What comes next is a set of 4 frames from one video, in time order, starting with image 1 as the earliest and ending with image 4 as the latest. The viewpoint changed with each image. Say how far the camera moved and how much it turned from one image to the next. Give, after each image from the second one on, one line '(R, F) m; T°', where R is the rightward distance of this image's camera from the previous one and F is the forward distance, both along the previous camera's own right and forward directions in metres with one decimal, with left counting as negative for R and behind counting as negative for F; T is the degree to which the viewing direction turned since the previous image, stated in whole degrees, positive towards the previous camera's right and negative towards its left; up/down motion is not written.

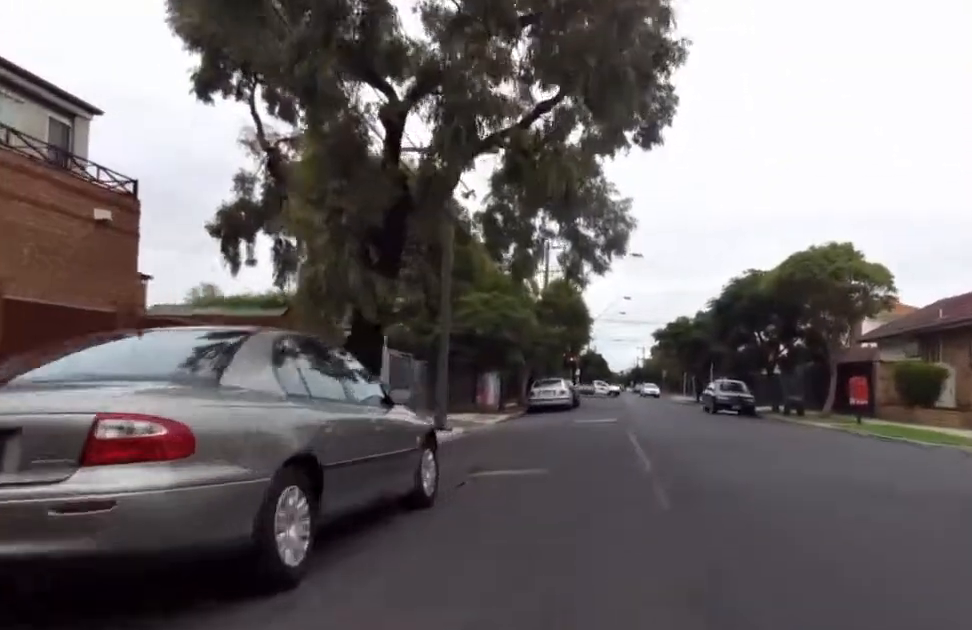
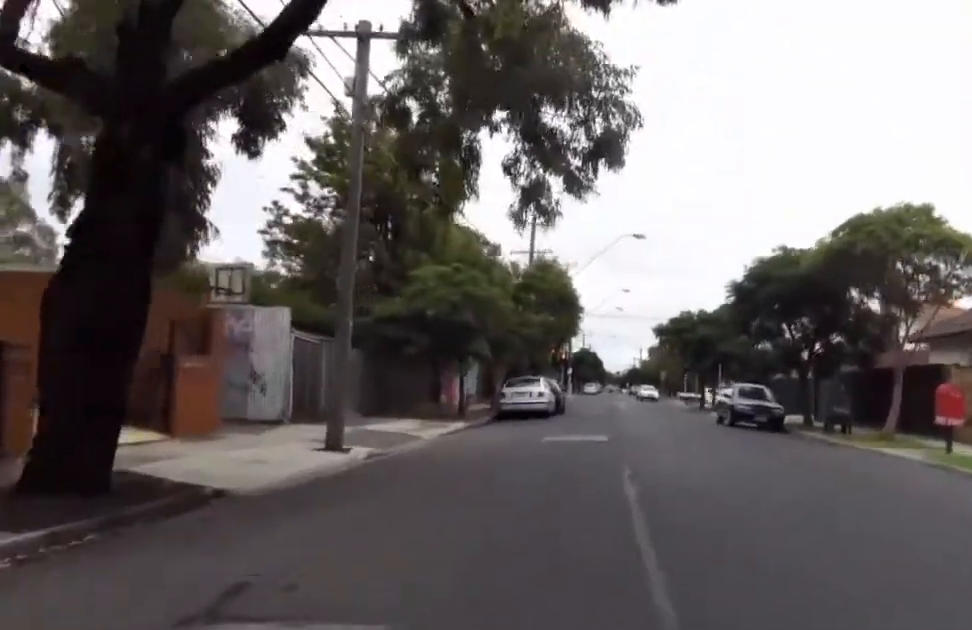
(0.0, +6.1) m; 0°
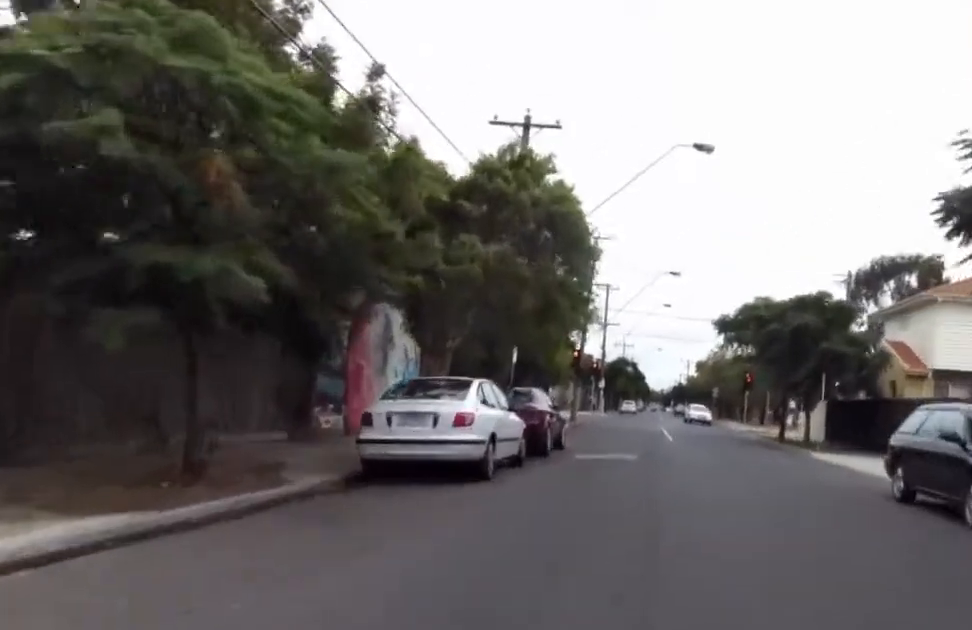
(-0.2, +15.4) m; -5°
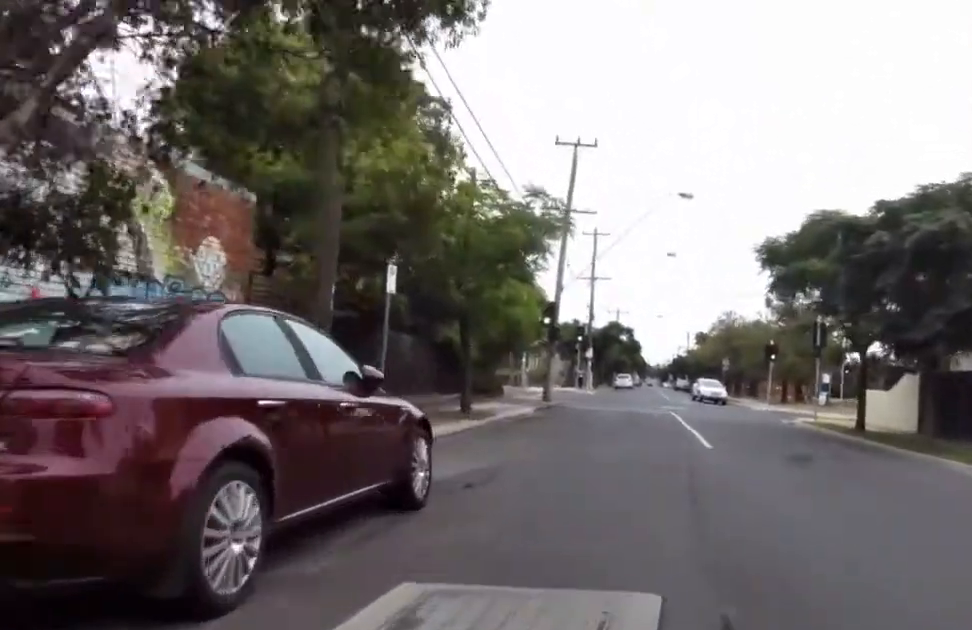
(-0.6, +13.3) m; +4°
